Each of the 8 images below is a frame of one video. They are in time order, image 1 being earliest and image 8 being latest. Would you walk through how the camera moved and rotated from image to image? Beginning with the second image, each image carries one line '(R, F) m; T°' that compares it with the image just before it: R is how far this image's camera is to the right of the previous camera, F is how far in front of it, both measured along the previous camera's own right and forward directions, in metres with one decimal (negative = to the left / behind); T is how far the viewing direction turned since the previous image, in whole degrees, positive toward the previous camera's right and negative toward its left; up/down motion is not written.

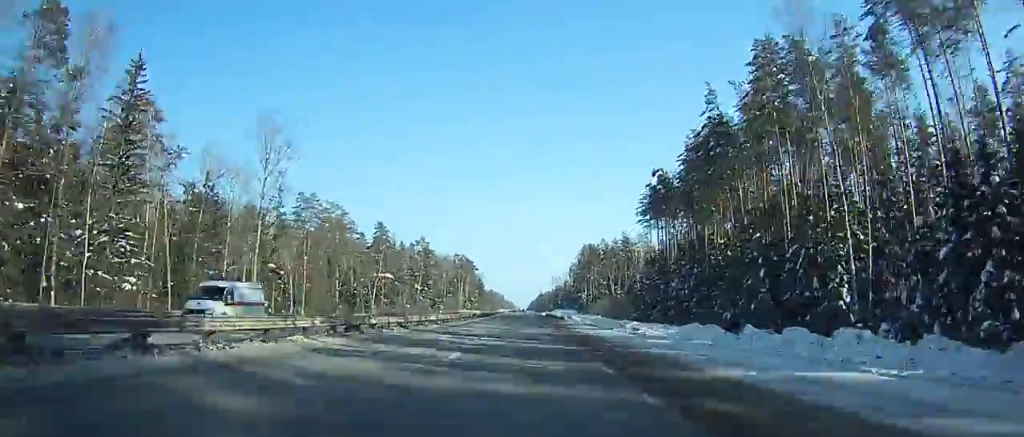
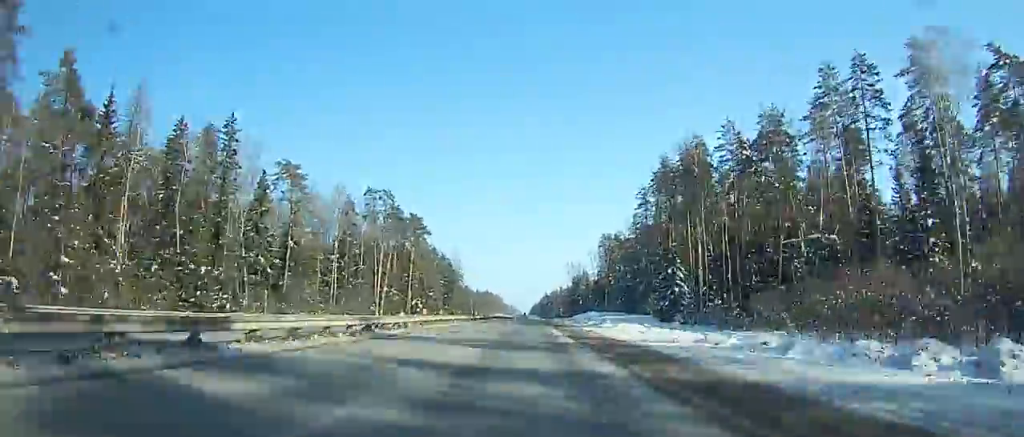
(+0.1, +155.0) m; 0°
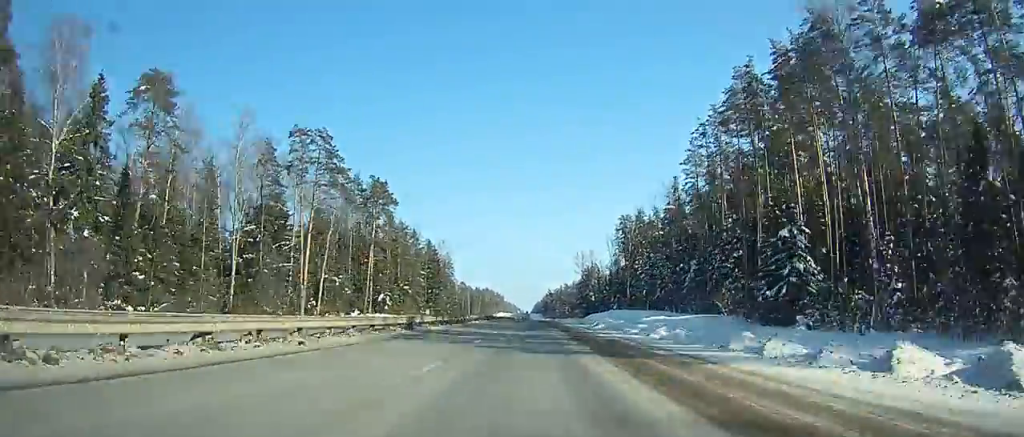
(0.0, +42.2) m; 0°
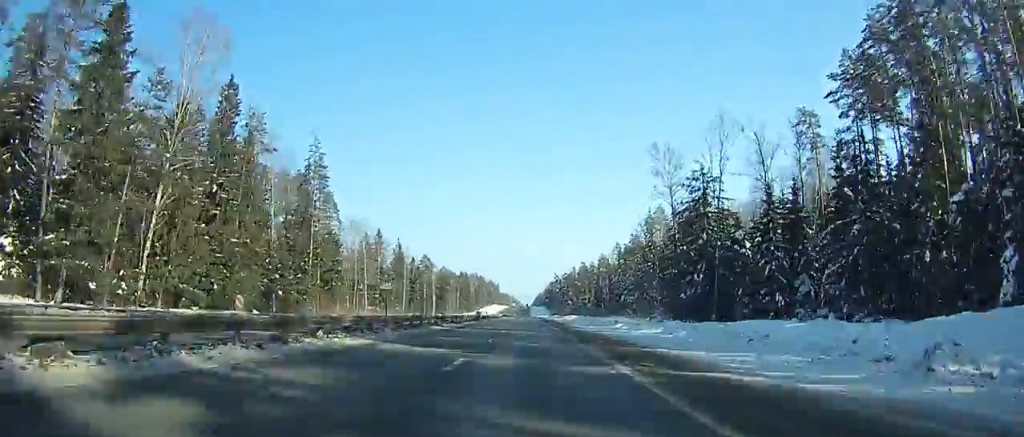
(-0.2, +156.7) m; 0°
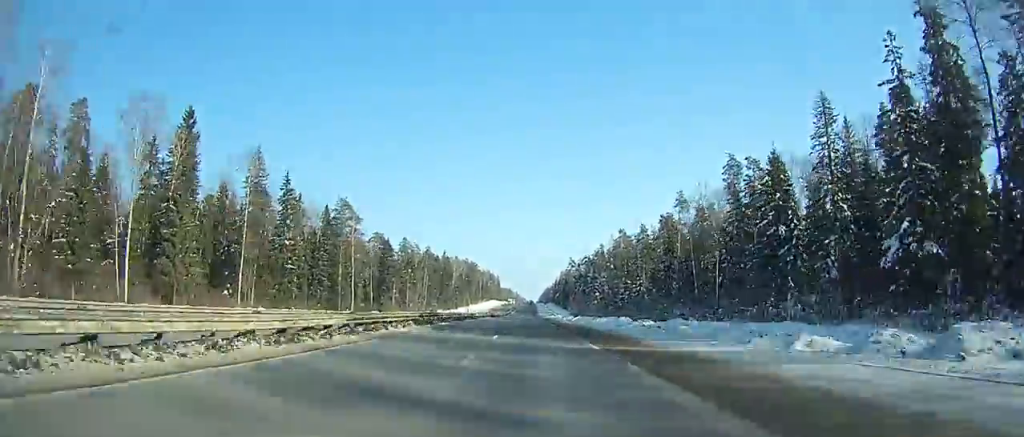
(-0.5, +128.0) m; -1°
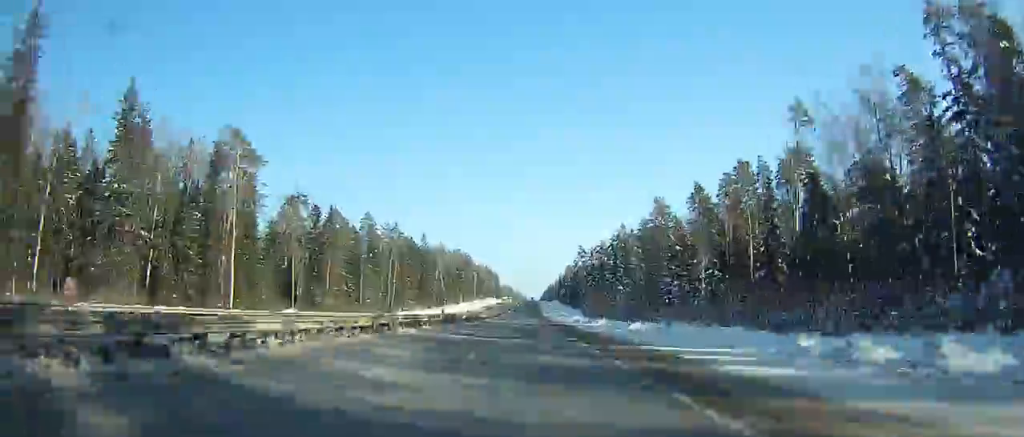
(-0.1, +58.8) m; 0°
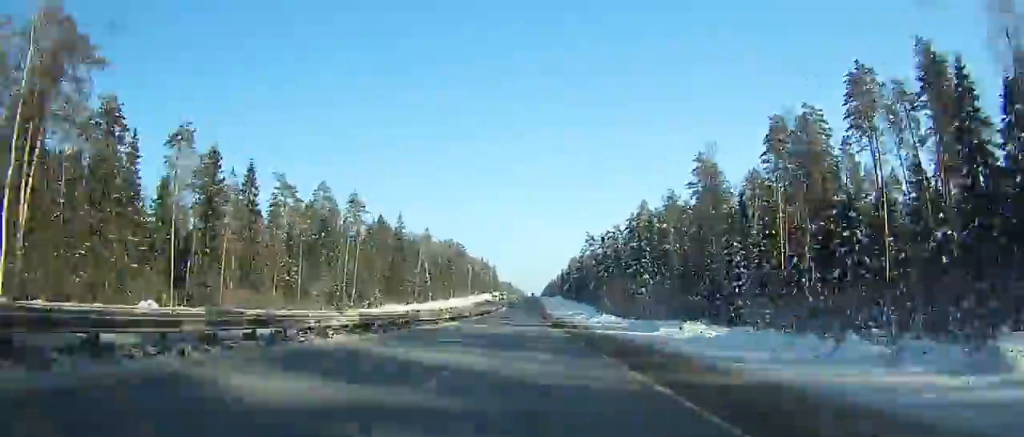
(0.0, +41.4) m; 0°
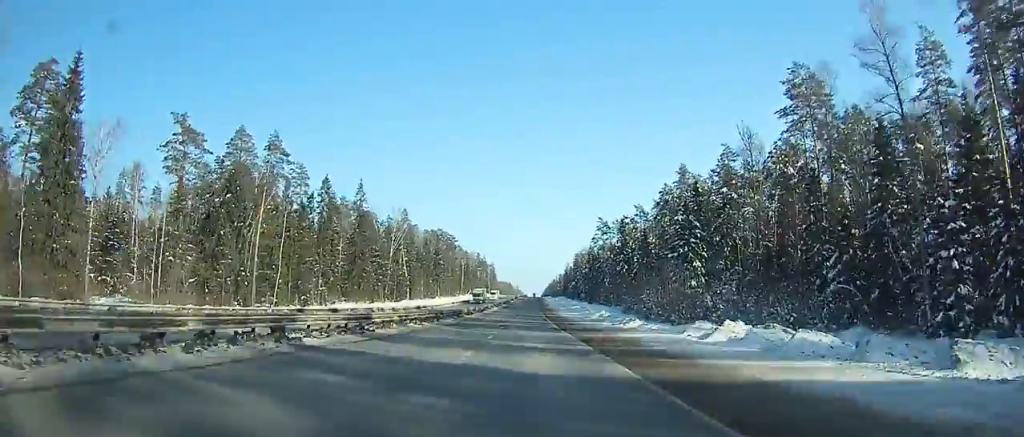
(0.0, +44.5) m; 0°
